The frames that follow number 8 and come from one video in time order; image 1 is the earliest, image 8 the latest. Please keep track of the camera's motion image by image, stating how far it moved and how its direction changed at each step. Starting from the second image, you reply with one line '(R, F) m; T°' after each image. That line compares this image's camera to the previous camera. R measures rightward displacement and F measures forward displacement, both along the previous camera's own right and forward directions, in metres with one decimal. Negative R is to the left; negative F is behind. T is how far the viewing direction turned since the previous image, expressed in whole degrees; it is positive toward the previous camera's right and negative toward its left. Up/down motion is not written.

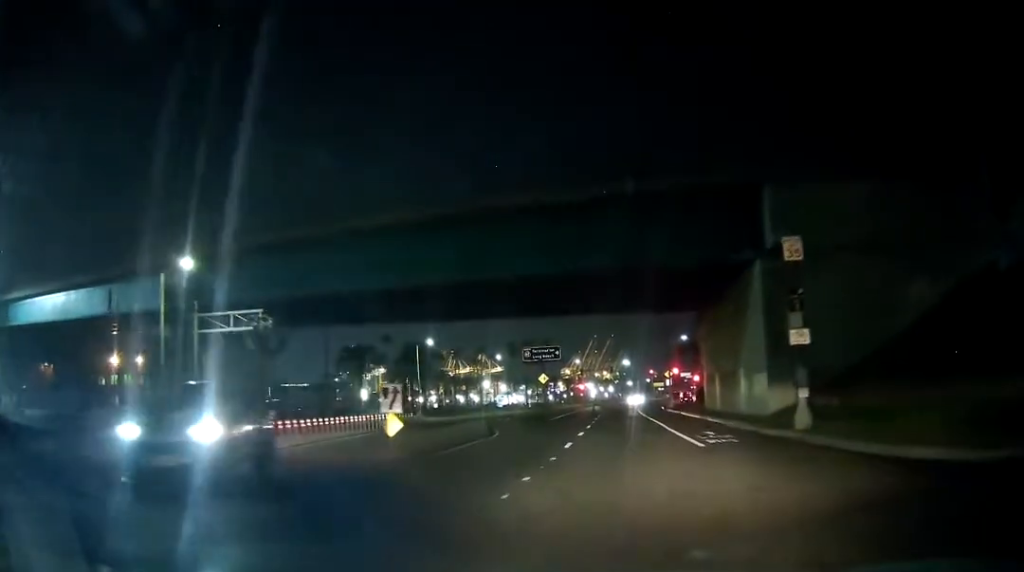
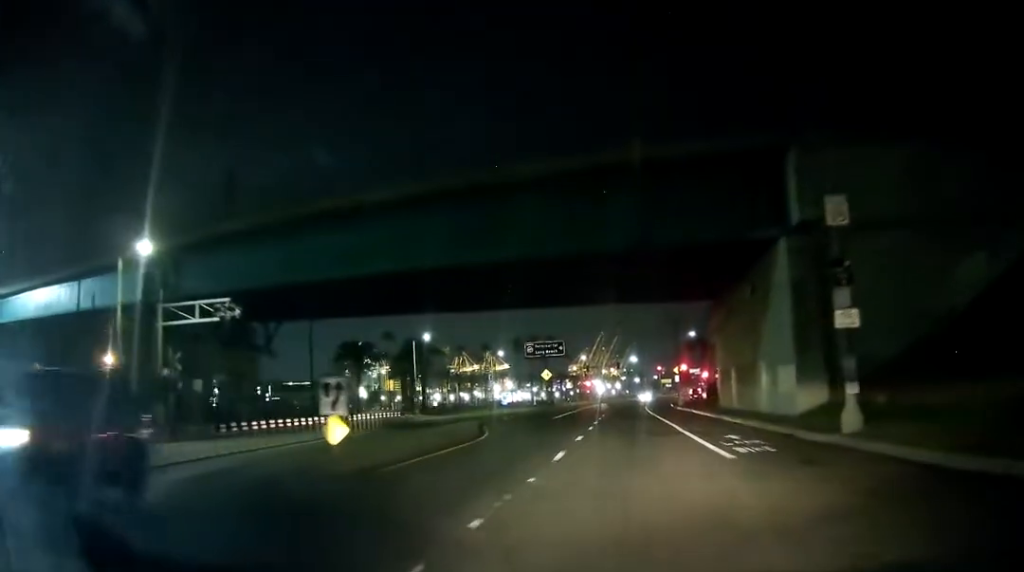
(0.0, +4.9) m; -1°
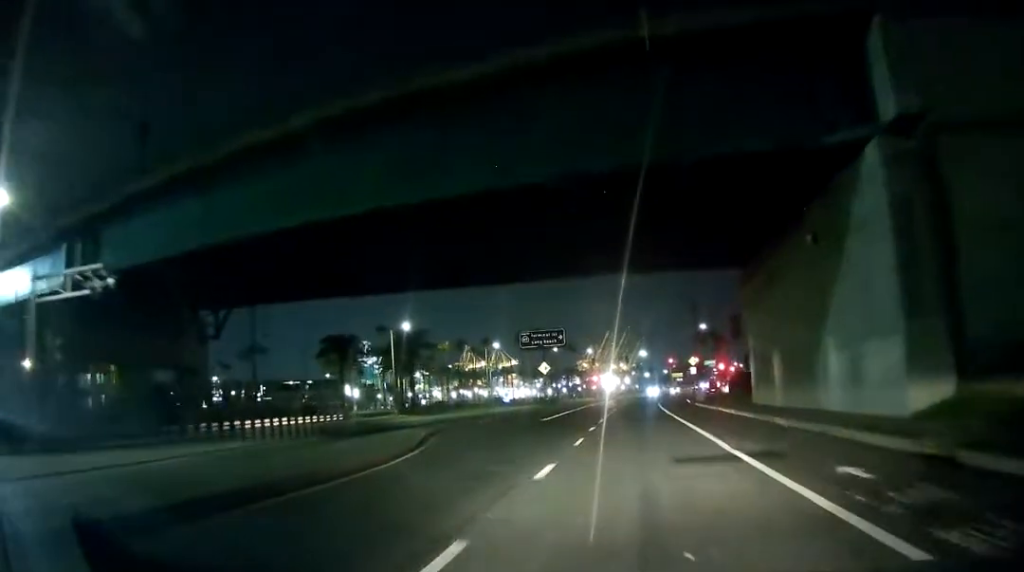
(-0.5, +11.9) m; -3°
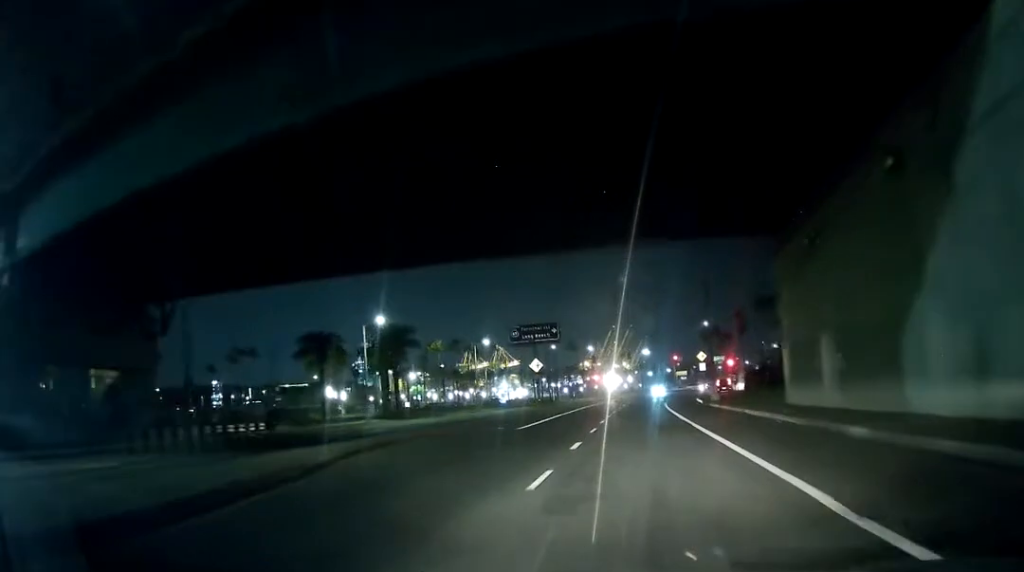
(-0.2, +8.7) m; +2°
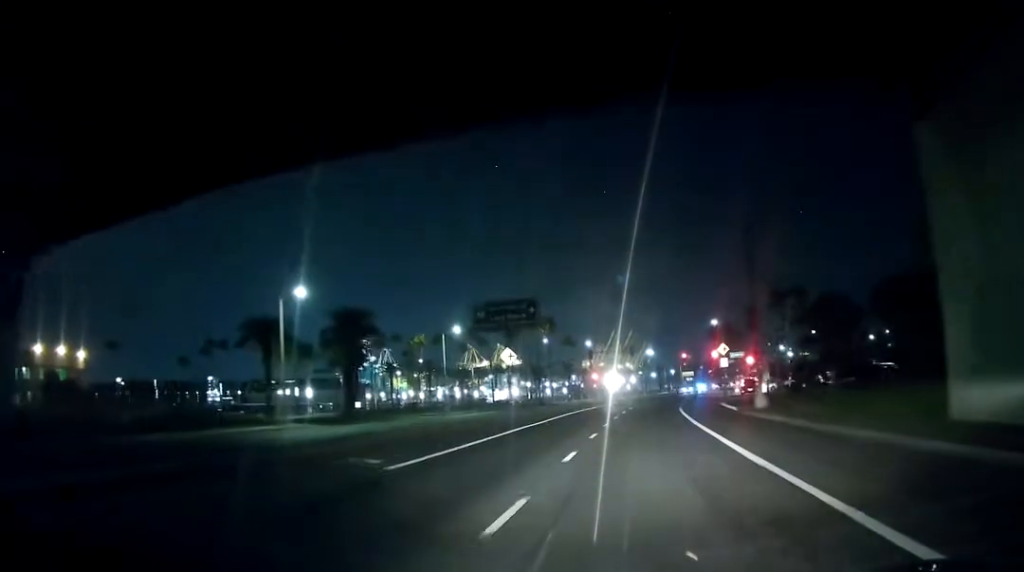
(+0.4, +17.8) m; -1°
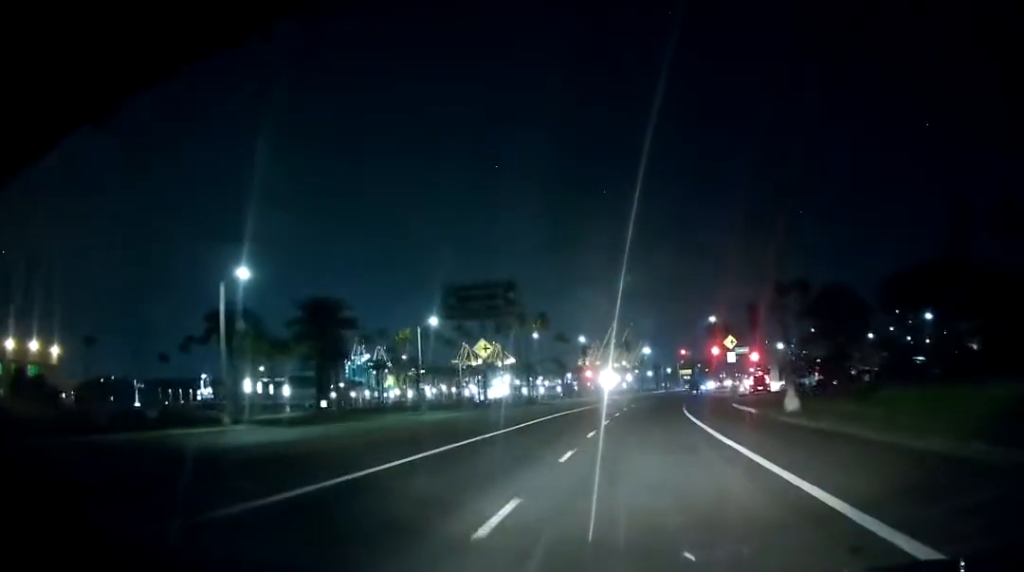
(-0.7, +7.9) m; +1°
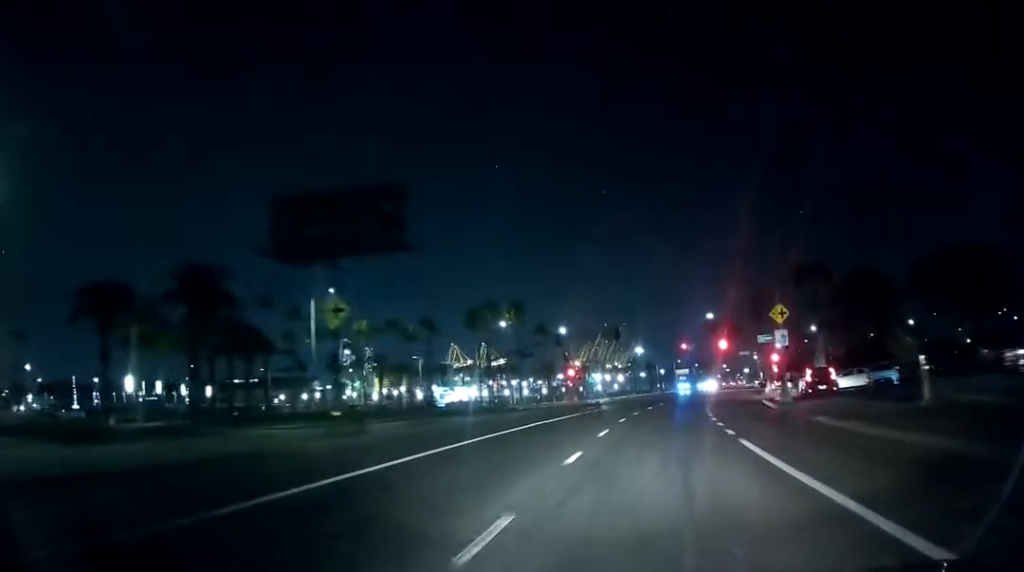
(+0.8, +22.1) m; +1°
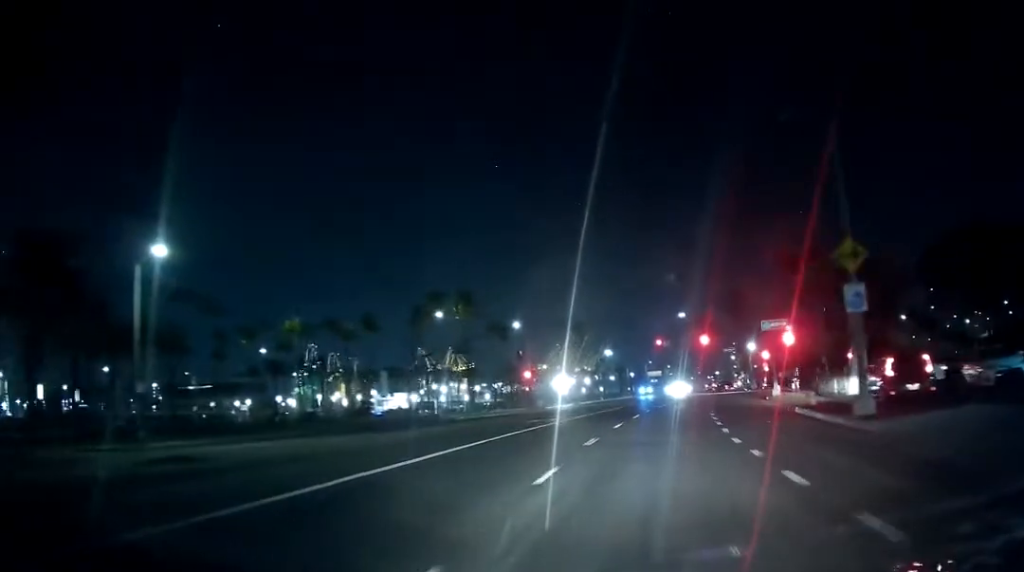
(0.0, +17.4) m; +1°
